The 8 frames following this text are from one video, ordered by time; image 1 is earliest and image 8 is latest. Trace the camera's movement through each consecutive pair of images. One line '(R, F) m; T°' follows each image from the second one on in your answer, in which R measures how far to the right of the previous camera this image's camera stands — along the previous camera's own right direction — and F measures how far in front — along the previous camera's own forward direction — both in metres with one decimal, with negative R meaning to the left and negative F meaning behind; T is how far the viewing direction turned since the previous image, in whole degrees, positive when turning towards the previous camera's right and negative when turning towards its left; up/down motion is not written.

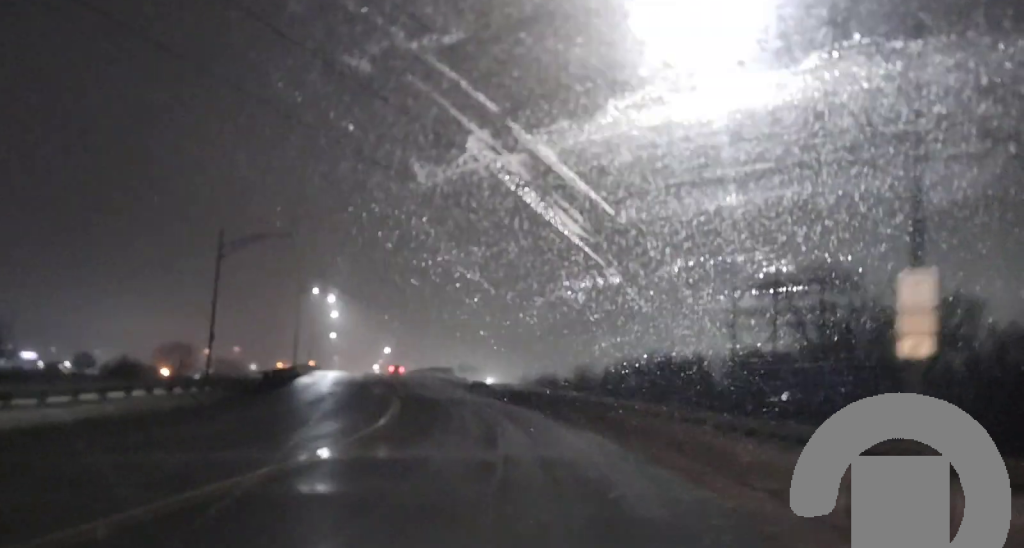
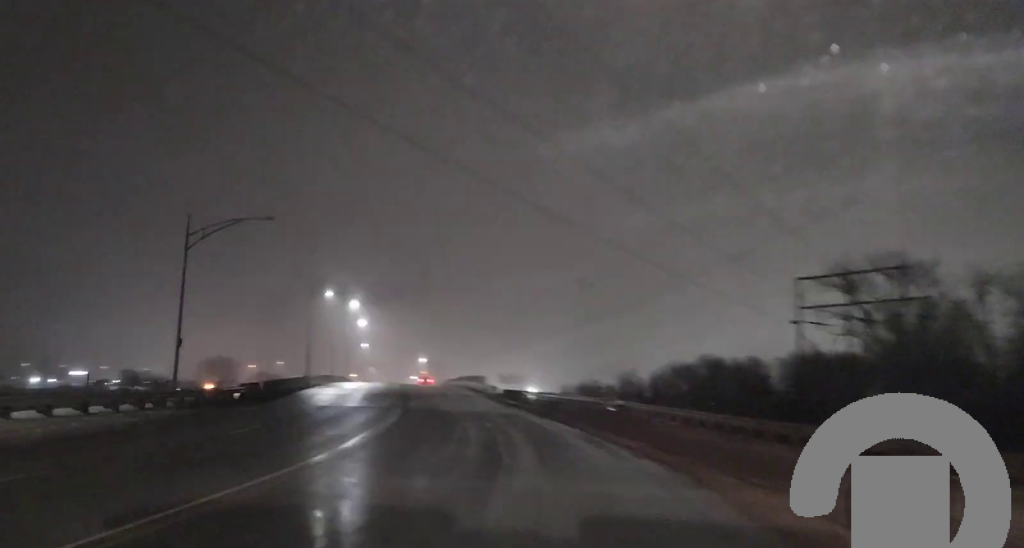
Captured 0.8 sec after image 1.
(-0.2, +9.5) m; -3°
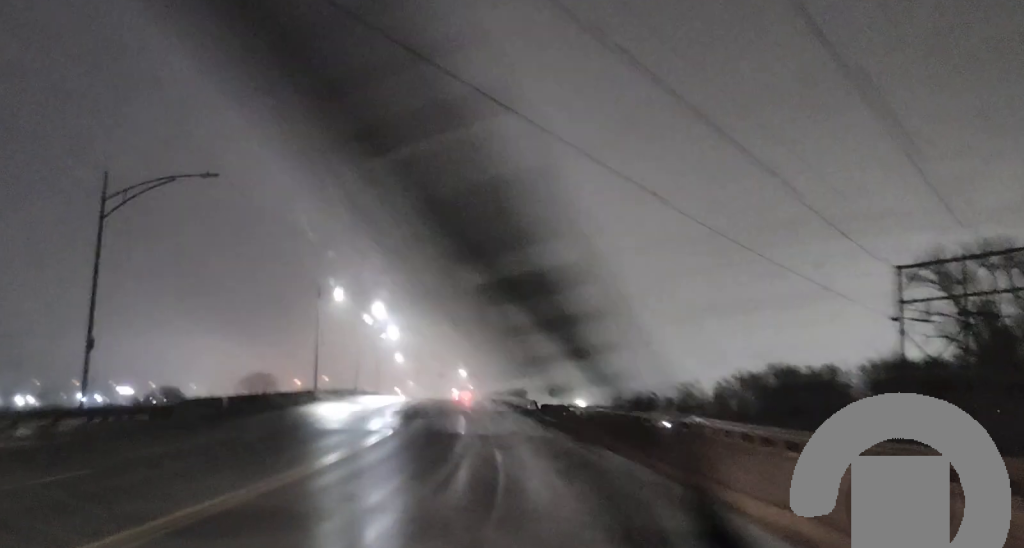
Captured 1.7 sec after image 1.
(-0.5, +12.2) m; -6°
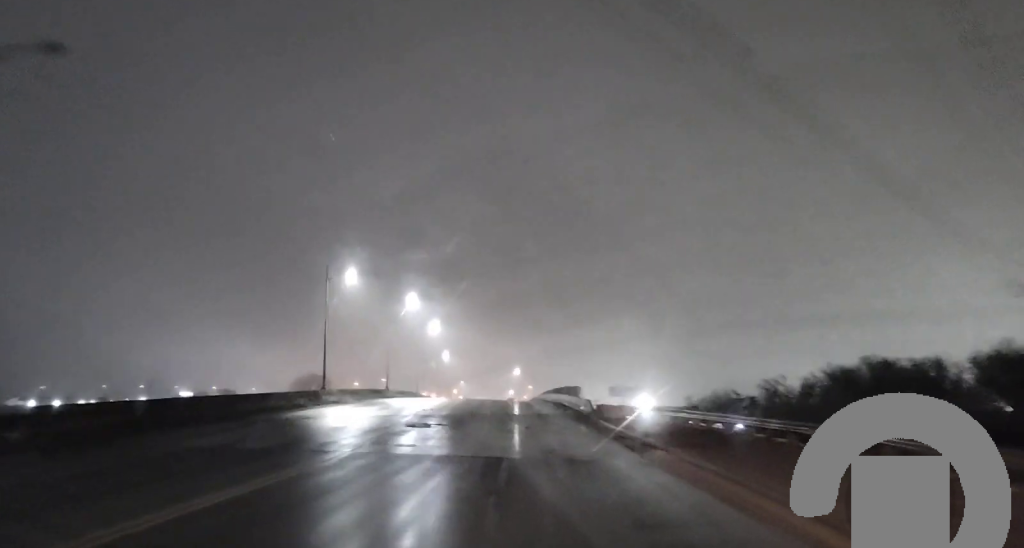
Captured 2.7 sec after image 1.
(-0.9, +12.7) m; -6°
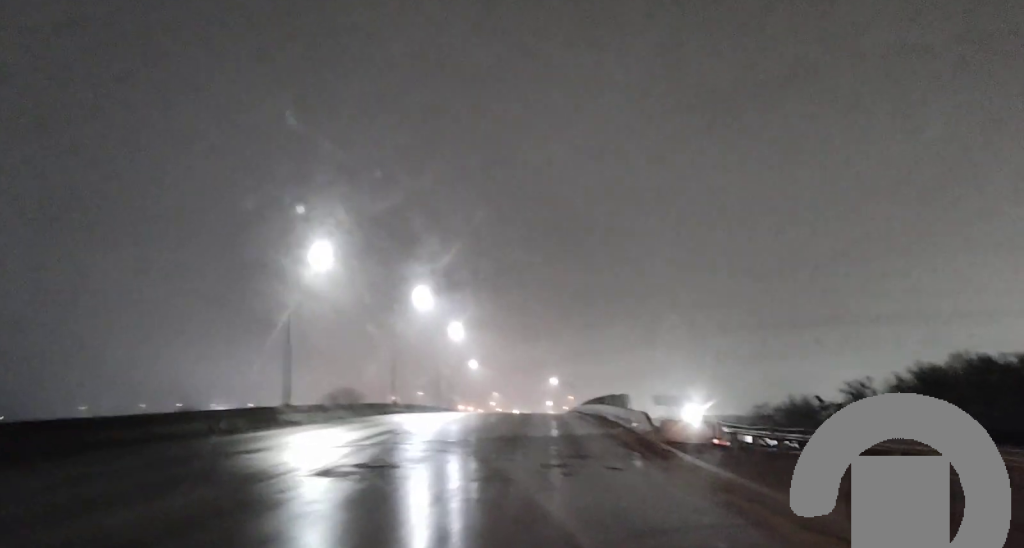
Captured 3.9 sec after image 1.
(-0.3, +14.8) m; -1°
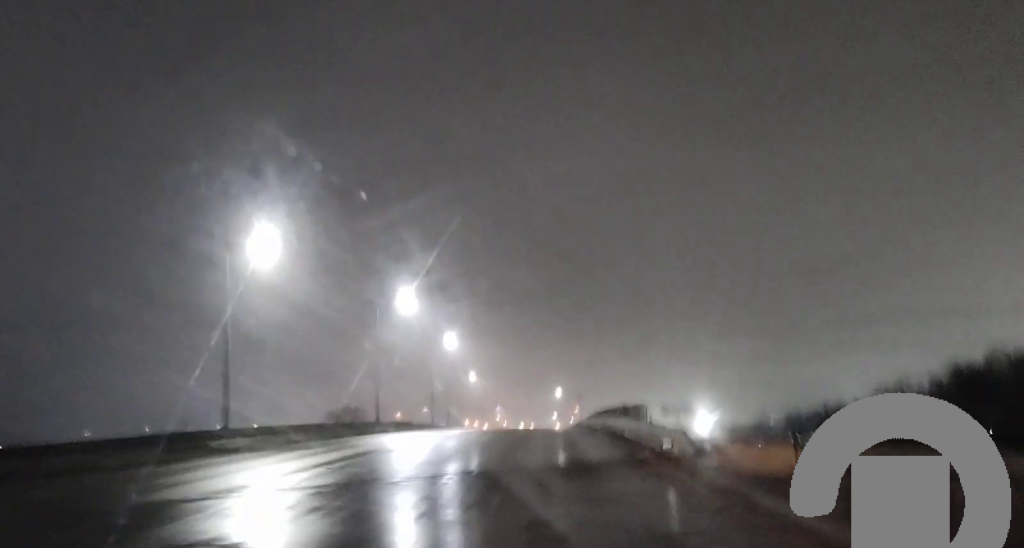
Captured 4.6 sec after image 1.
(0.0, +8.9) m; 0°
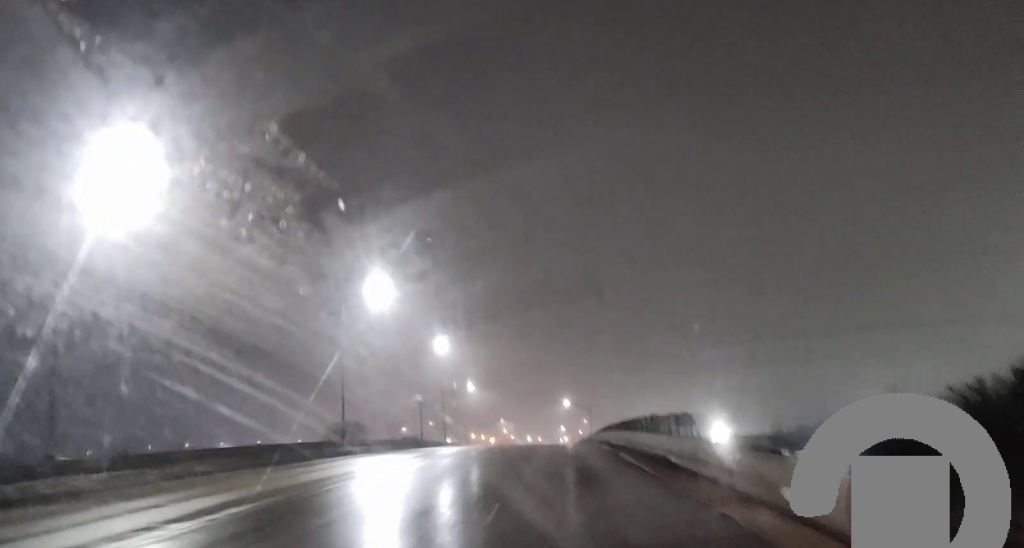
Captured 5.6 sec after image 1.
(0.0, +12.4) m; -1°
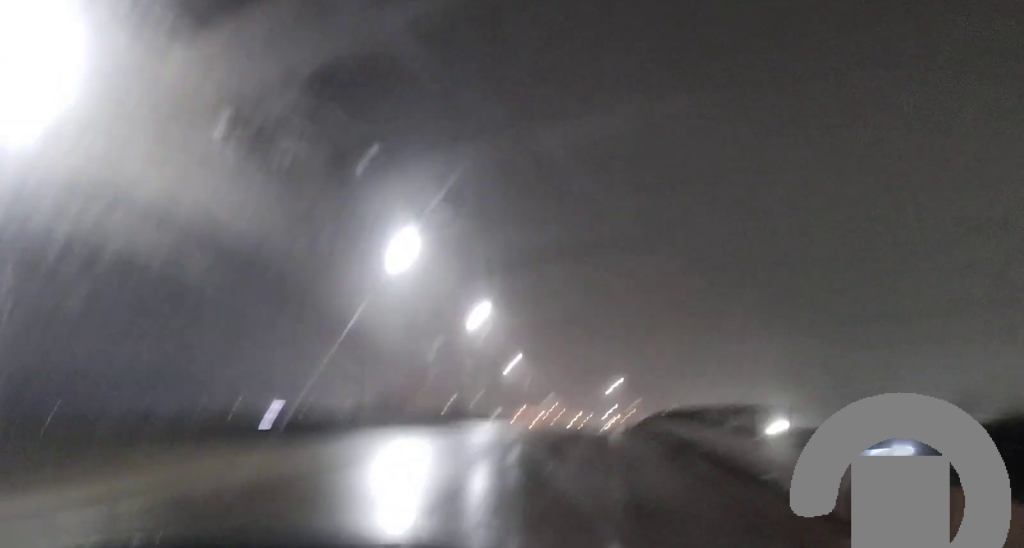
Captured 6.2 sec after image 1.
(0.0, +7.1) m; -1°
